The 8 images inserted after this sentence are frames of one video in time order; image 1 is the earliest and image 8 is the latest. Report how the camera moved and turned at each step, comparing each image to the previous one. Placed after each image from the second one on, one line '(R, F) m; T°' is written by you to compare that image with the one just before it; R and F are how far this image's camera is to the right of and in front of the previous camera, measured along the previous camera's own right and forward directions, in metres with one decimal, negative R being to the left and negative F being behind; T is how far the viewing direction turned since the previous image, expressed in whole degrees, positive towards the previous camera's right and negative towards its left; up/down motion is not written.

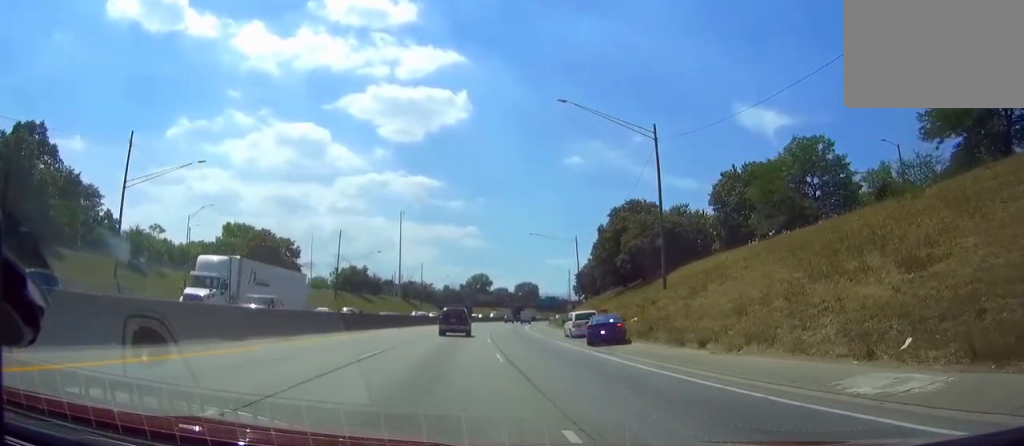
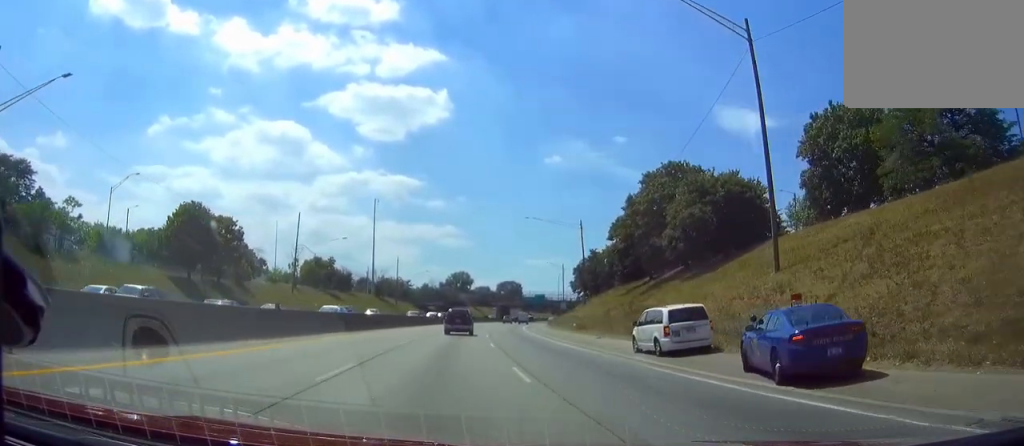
(+0.2, +20.8) m; +1°
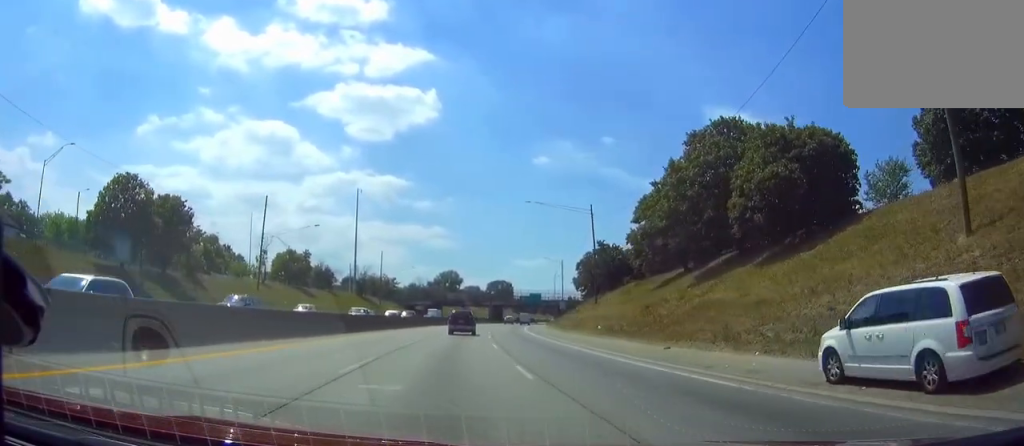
(+0.2, +15.2) m; +1°
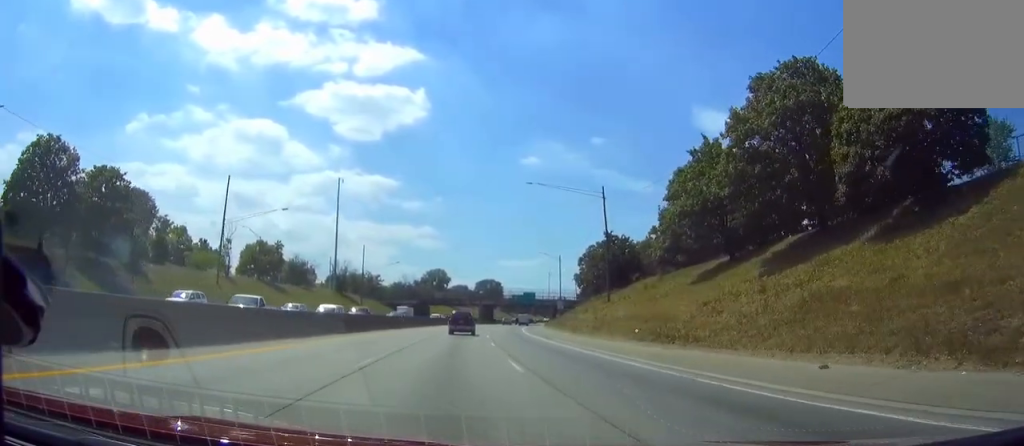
(+0.1, +12.5) m; +1°
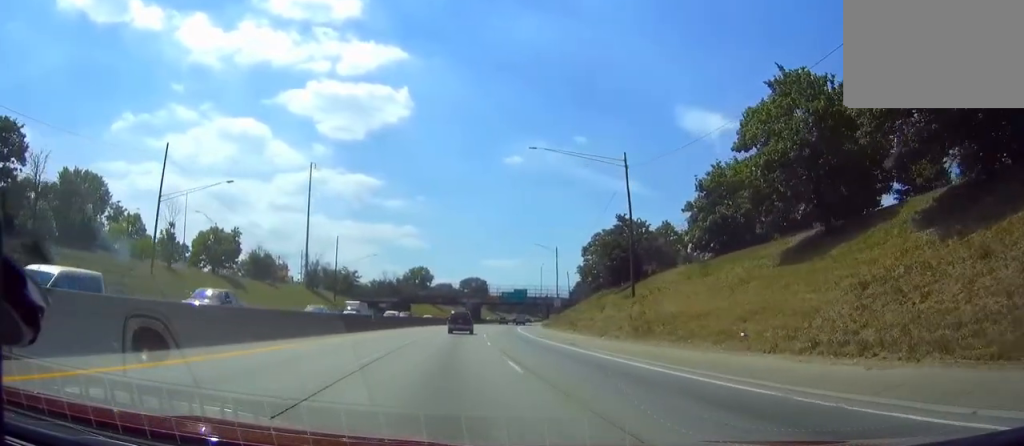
(+0.1, +16.0) m; +1°
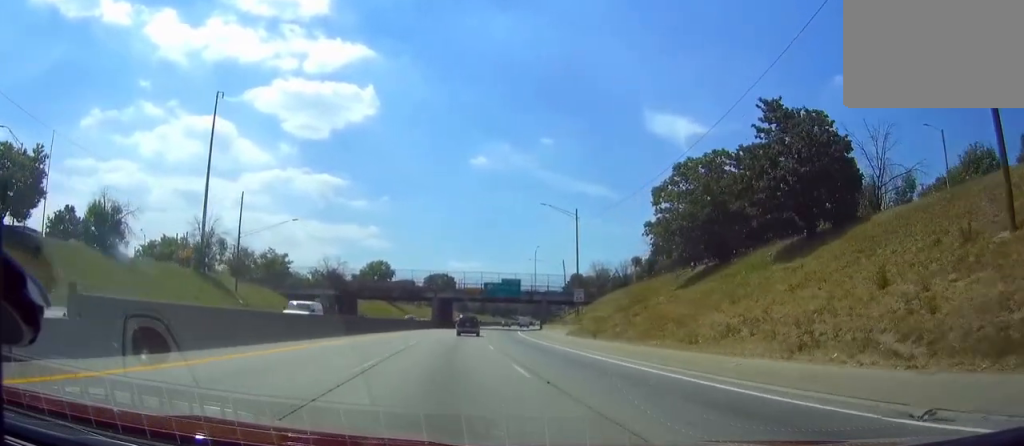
(+2.2, +46.8) m; +5°
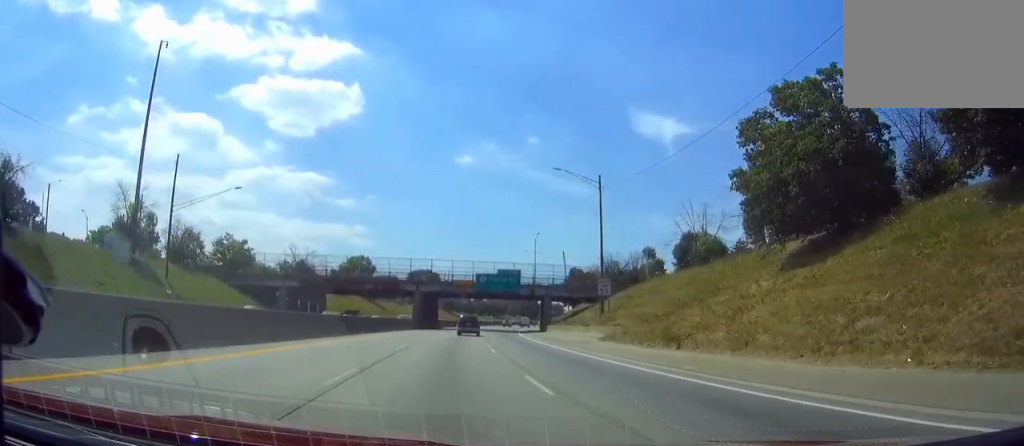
(+0.3, +18.9) m; +2°
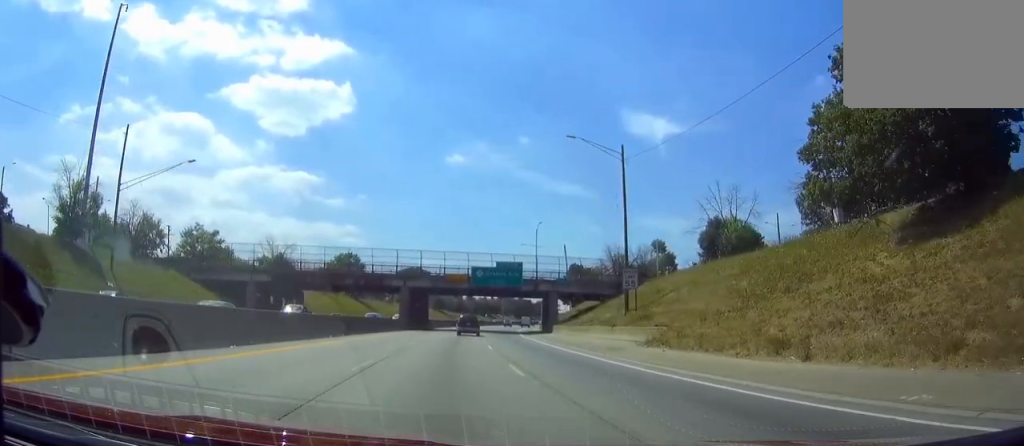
(0.0, +11.4) m; +1°
